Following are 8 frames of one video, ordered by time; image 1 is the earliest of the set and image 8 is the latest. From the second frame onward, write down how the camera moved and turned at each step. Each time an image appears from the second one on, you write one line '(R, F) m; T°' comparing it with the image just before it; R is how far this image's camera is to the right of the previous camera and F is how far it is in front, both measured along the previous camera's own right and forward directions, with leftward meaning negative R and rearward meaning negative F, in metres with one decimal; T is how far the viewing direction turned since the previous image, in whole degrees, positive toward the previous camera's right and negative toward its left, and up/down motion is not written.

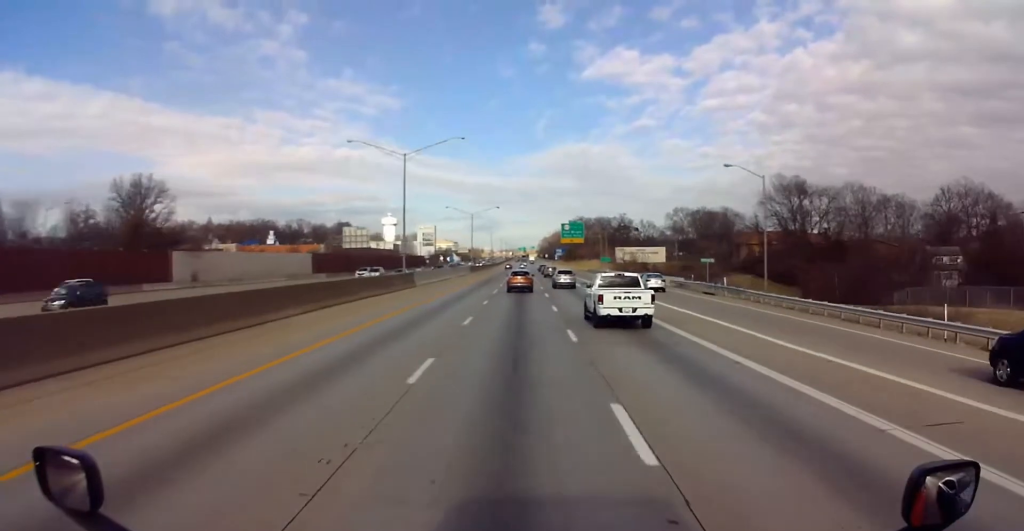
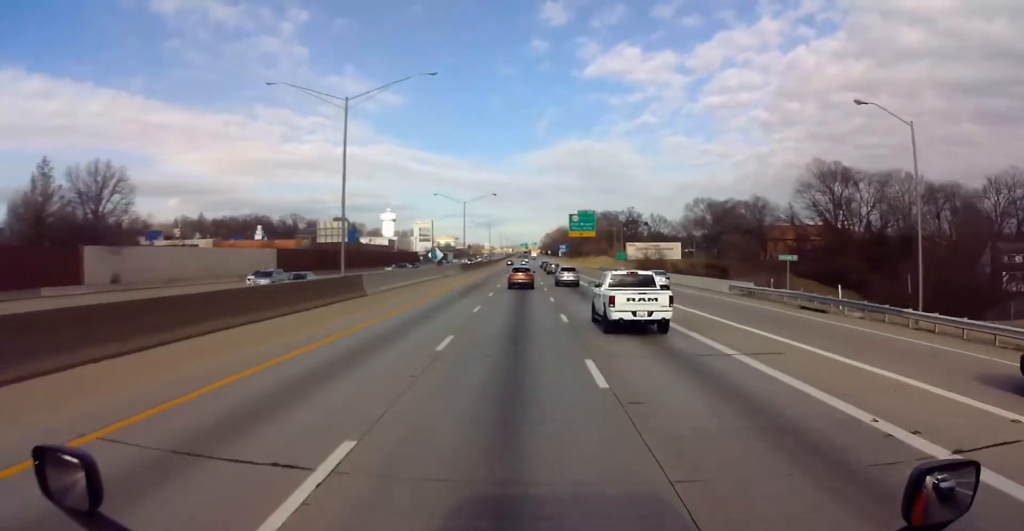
(+0.2, +19.6) m; 0°
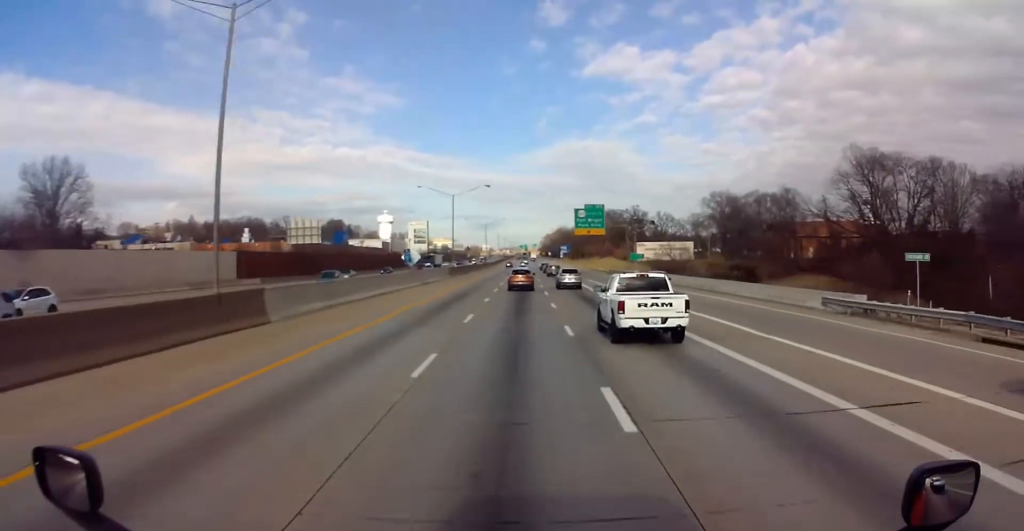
(-0.2, +15.9) m; 0°
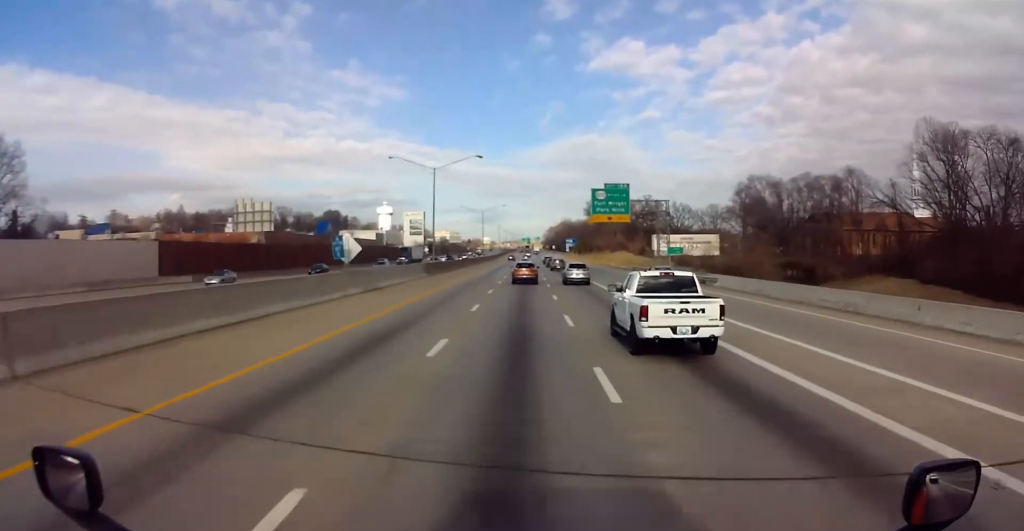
(-0.1, +22.5) m; 0°
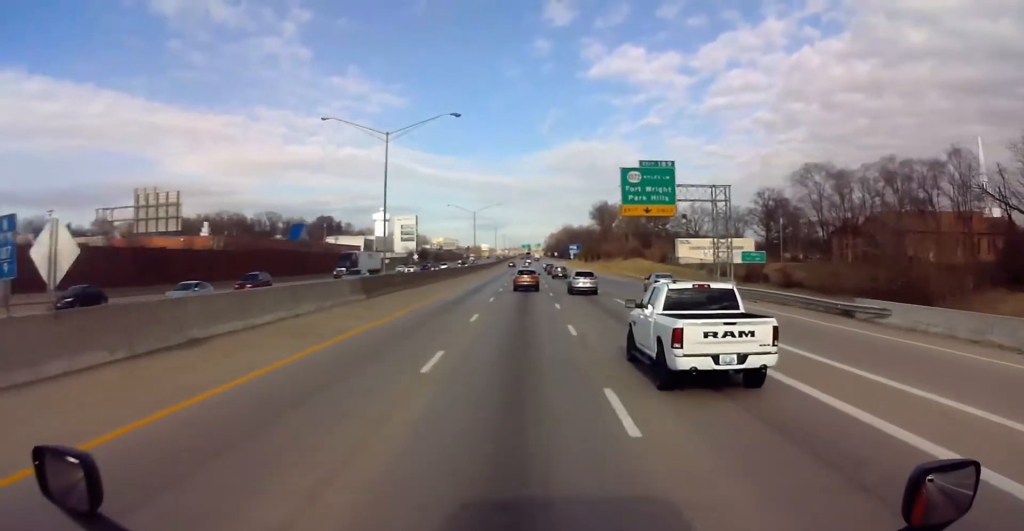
(+0.1, +25.5) m; 0°
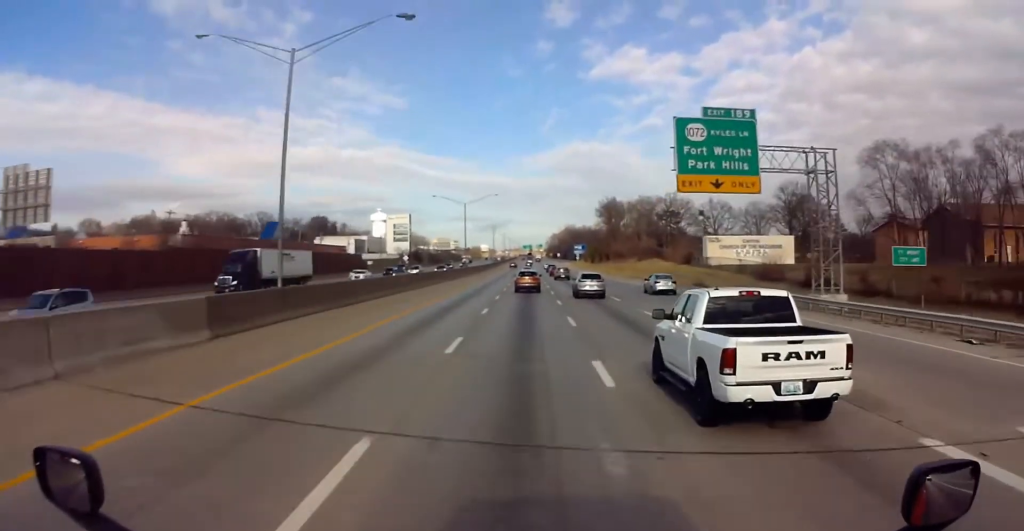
(+0.3, +20.9) m; -1°
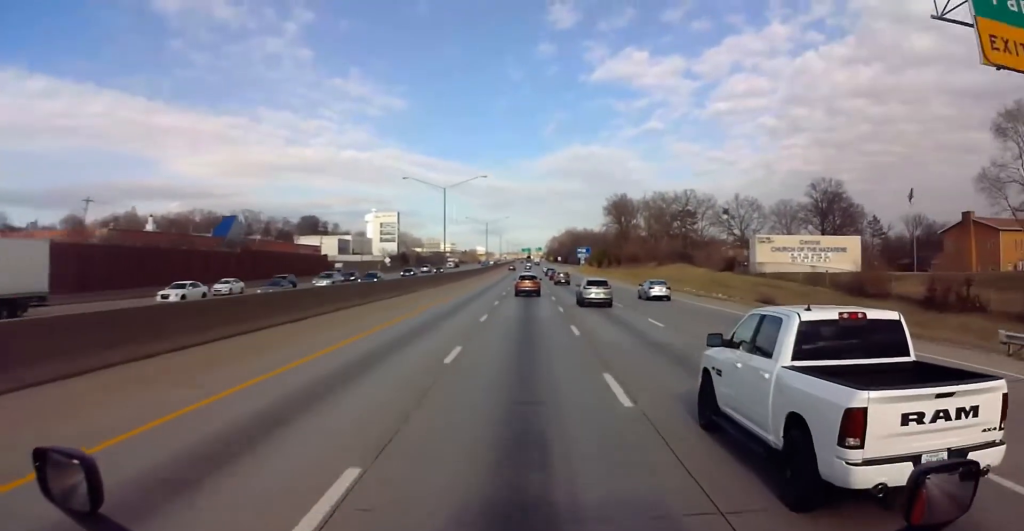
(-0.6, +25.7) m; -1°
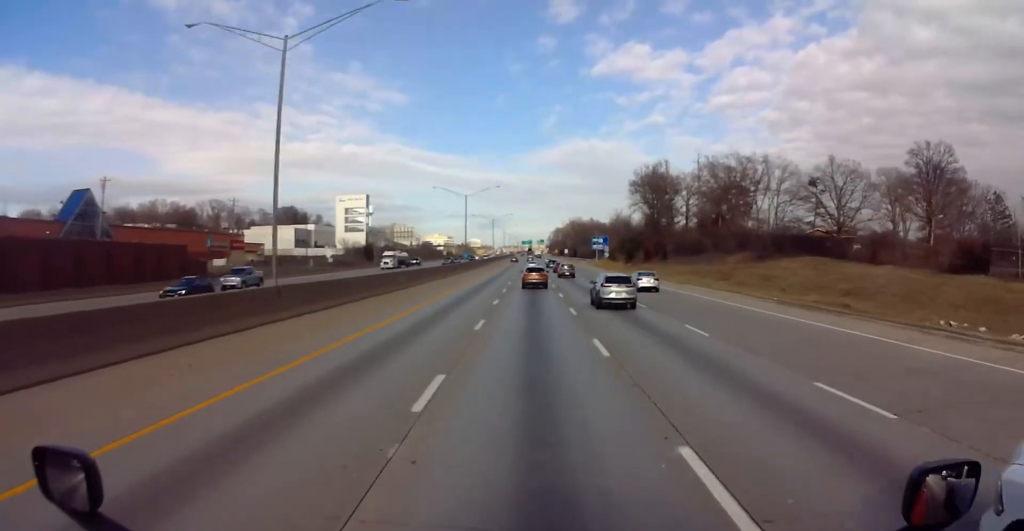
(+0.6, +54.9) m; 0°
